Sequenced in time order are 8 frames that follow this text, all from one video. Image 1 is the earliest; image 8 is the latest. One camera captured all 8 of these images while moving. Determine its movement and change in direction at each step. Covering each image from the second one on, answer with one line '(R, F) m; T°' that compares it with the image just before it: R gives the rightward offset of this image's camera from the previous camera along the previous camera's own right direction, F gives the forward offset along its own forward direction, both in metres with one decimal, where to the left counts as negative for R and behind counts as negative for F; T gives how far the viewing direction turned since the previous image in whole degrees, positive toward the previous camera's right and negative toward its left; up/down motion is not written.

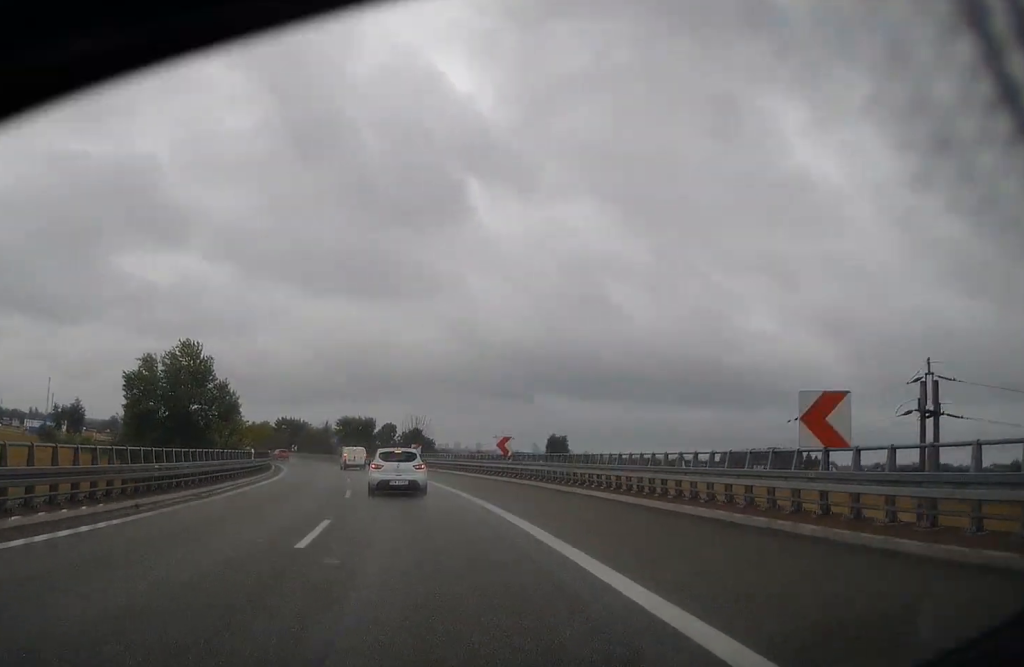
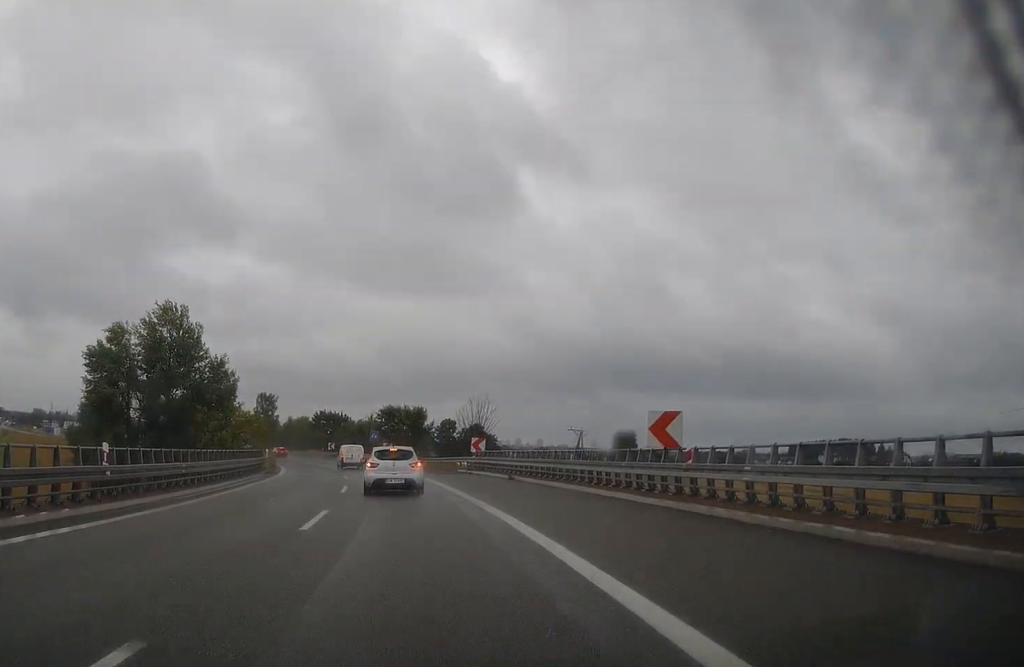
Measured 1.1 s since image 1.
(-0.6, +21.8) m; -4°
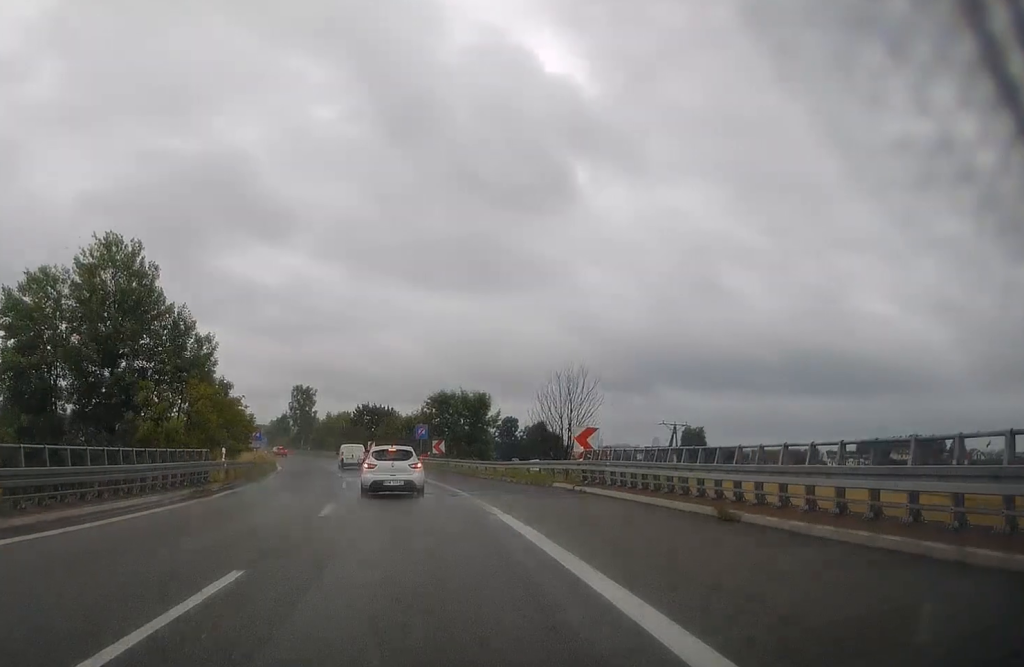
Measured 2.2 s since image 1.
(-0.8, +20.9) m; -5°
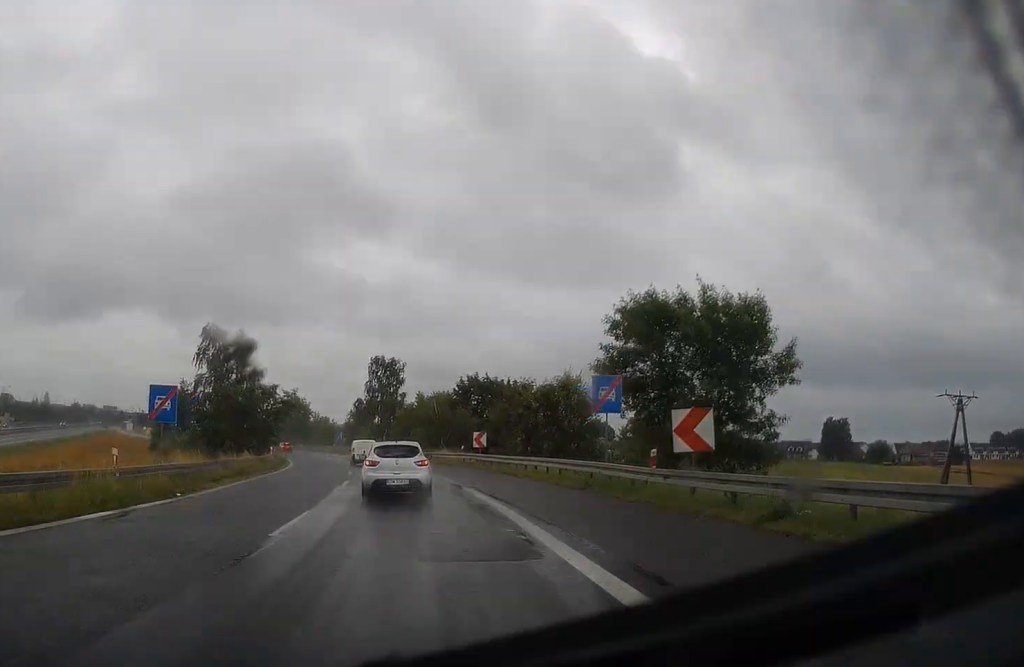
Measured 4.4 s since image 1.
(-3.3, +40.1) m; -9°
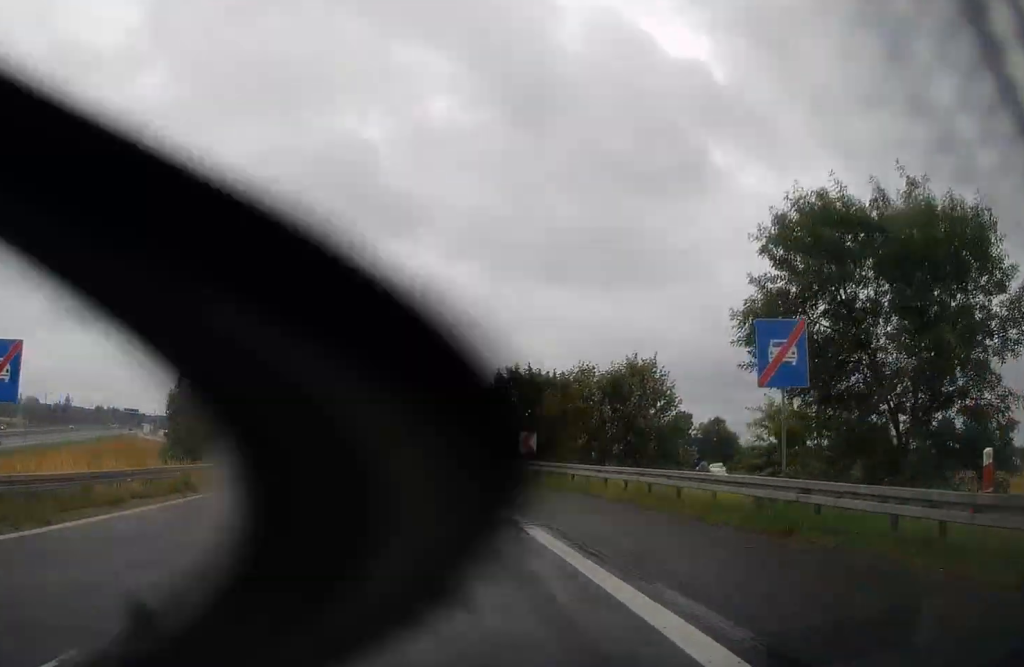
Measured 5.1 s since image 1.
(-0.4, +11.0) m; -3°
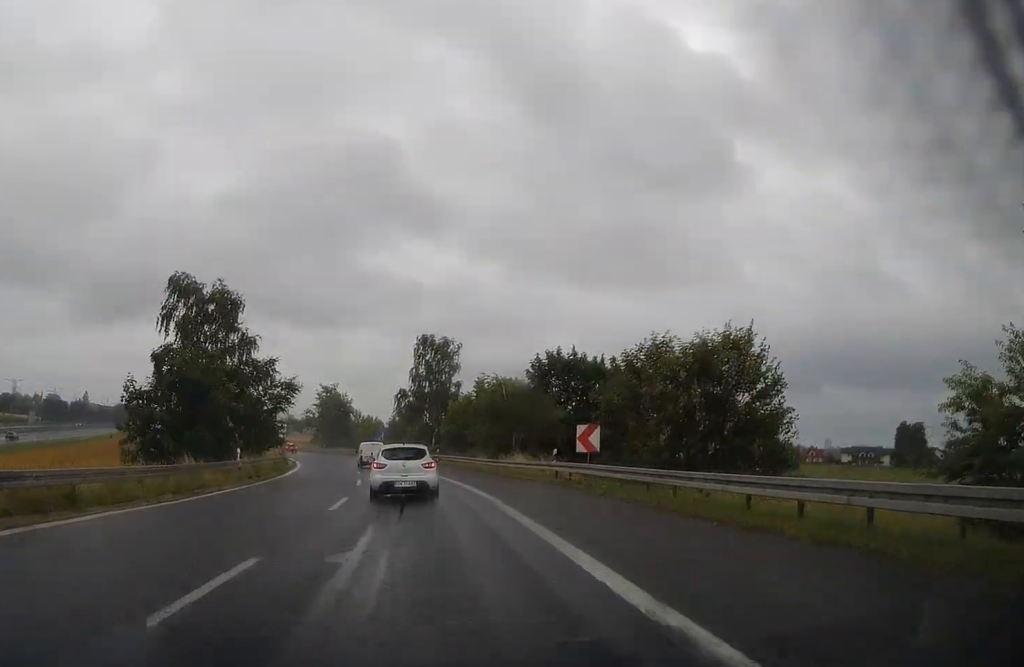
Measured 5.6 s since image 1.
(-0.1, +9.2) m; -2°
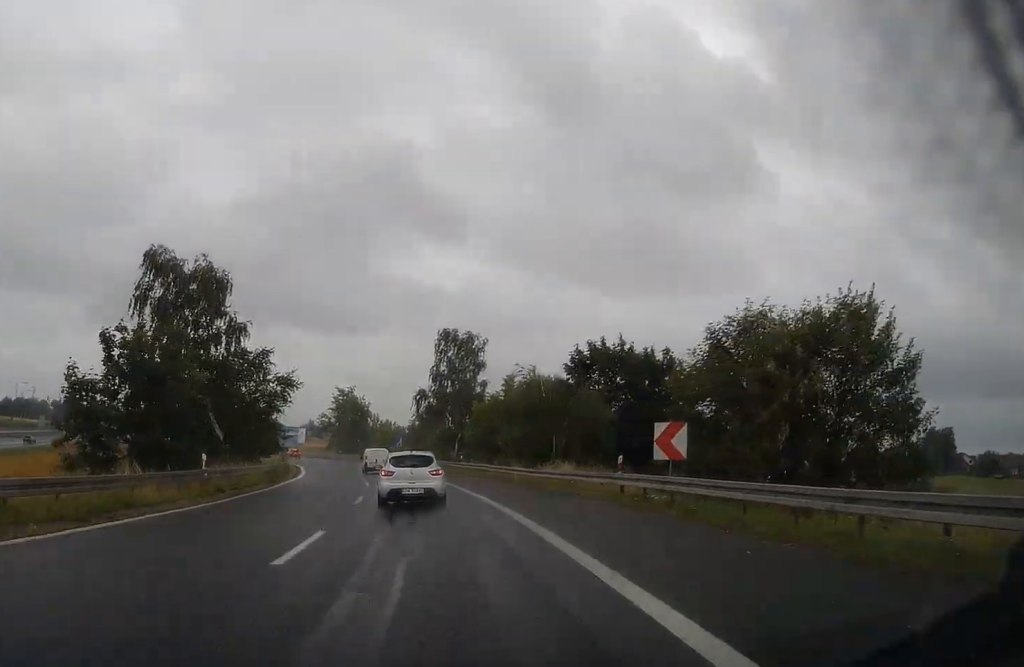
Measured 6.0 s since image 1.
(-0.2, +7.3) m; -2°
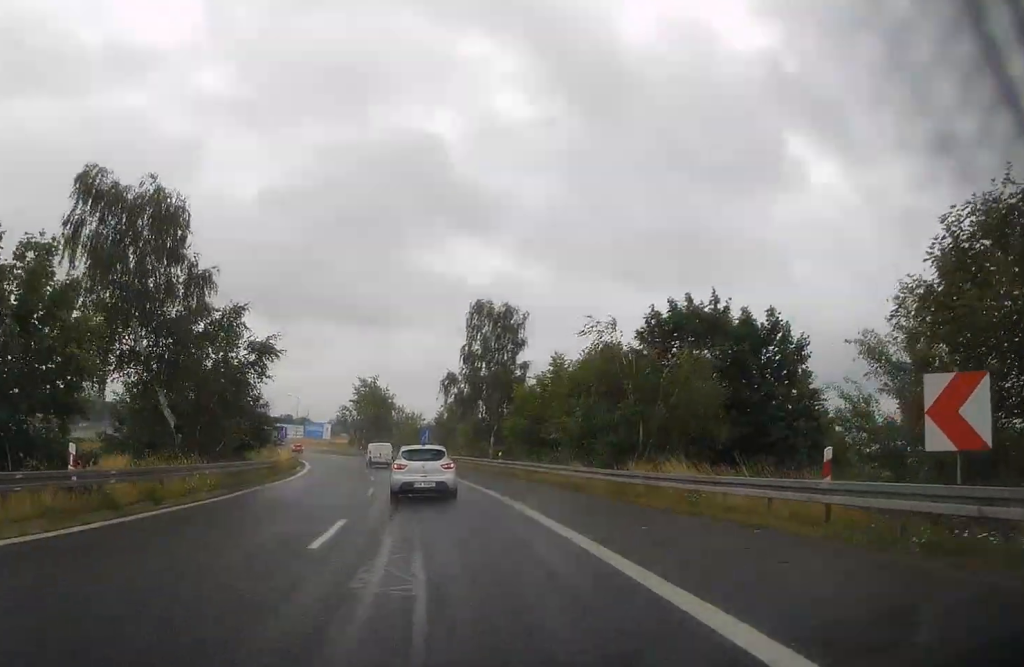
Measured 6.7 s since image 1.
(-0.2, +10.6) m; -2°
